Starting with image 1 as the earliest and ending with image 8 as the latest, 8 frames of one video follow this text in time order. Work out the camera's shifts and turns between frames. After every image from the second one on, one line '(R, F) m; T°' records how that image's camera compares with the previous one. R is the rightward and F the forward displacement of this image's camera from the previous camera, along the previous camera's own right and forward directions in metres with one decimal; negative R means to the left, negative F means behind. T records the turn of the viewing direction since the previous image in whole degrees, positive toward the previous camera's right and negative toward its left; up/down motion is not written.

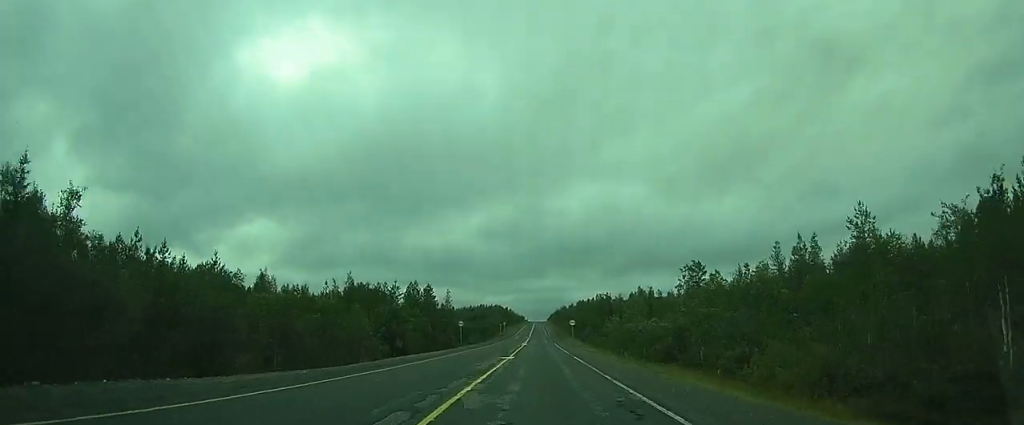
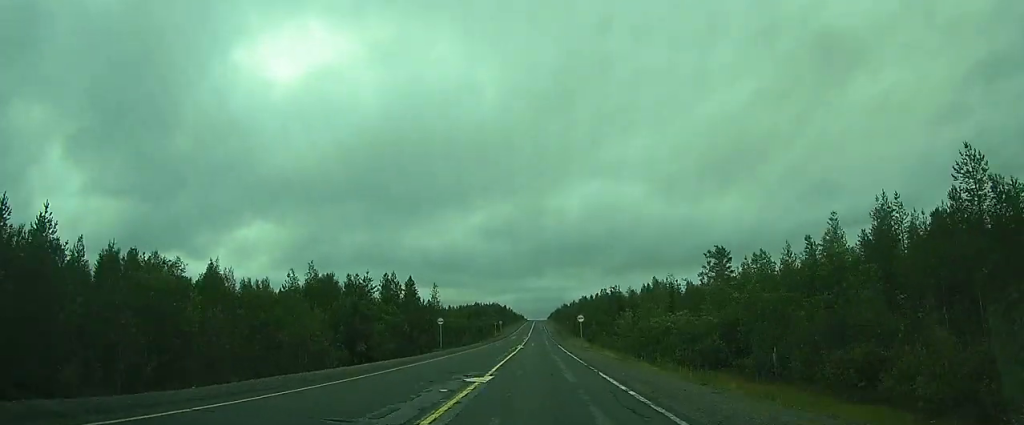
(0.0, +13.6) m; 0°
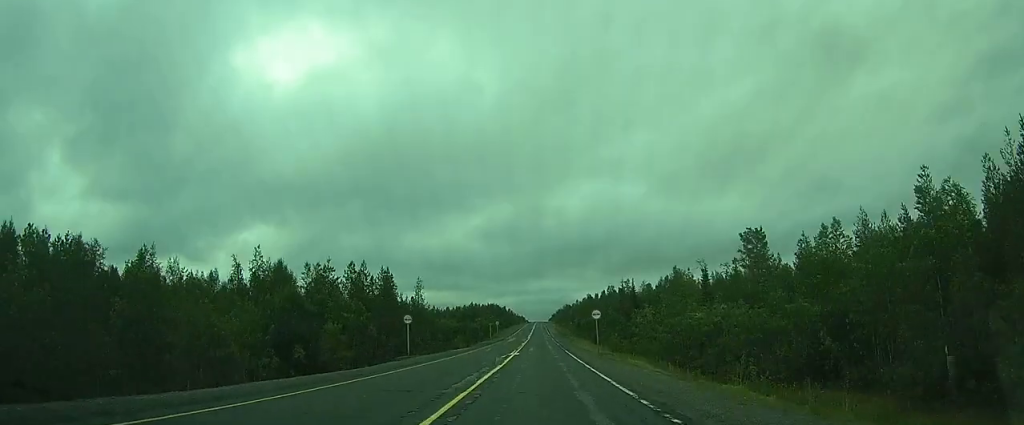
(0.0, +13.6) m; 0°
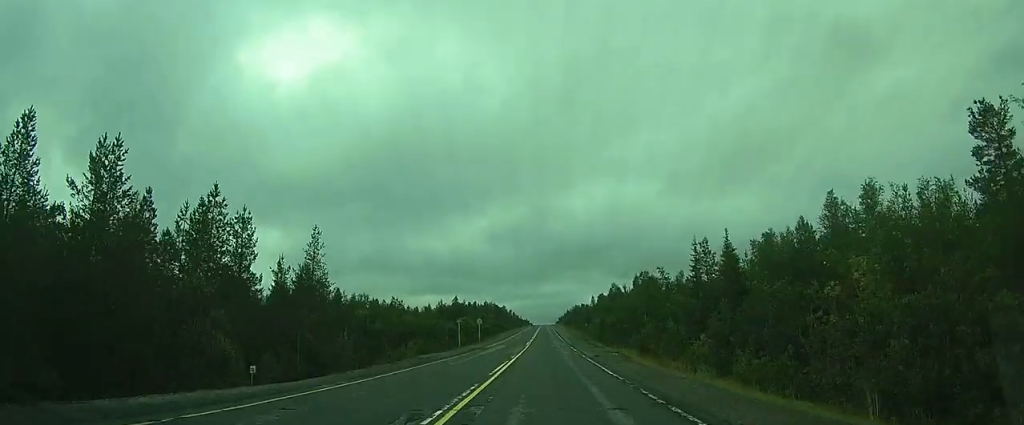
(+0.1, +41.4) m; 0°
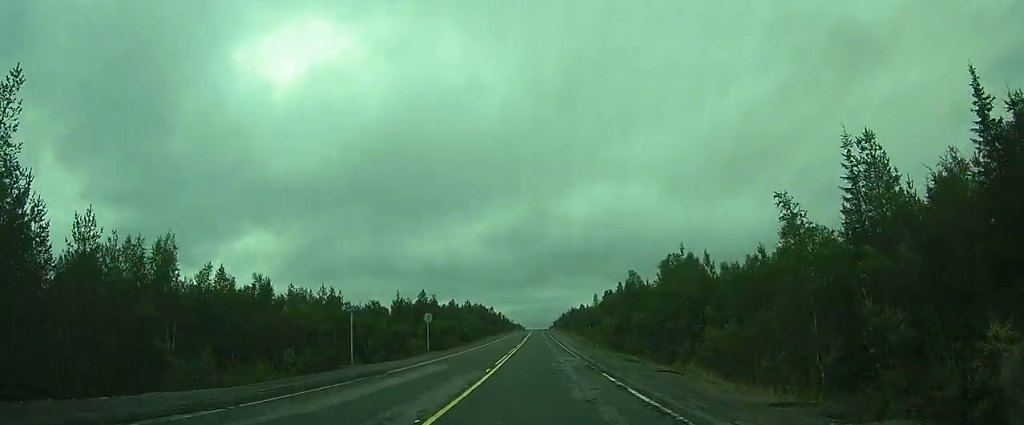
(0.0, +28.6) m; 0°
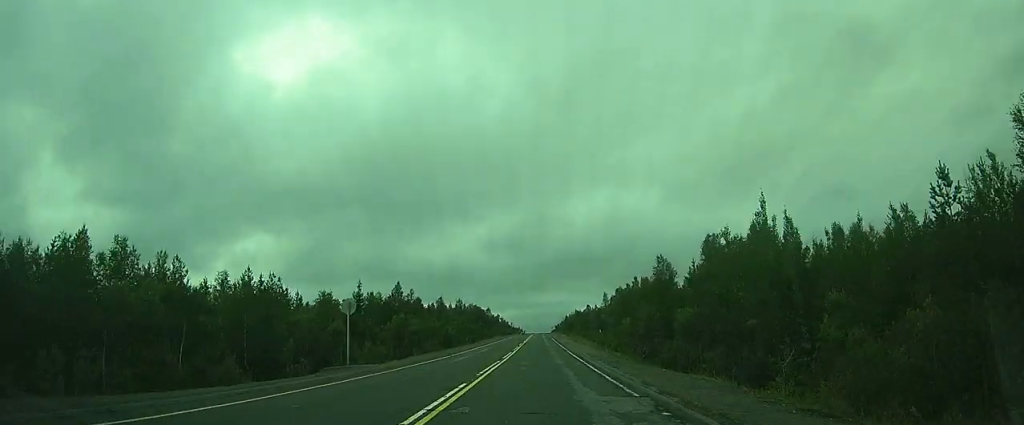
(-0.1, +18.1) m; -1°
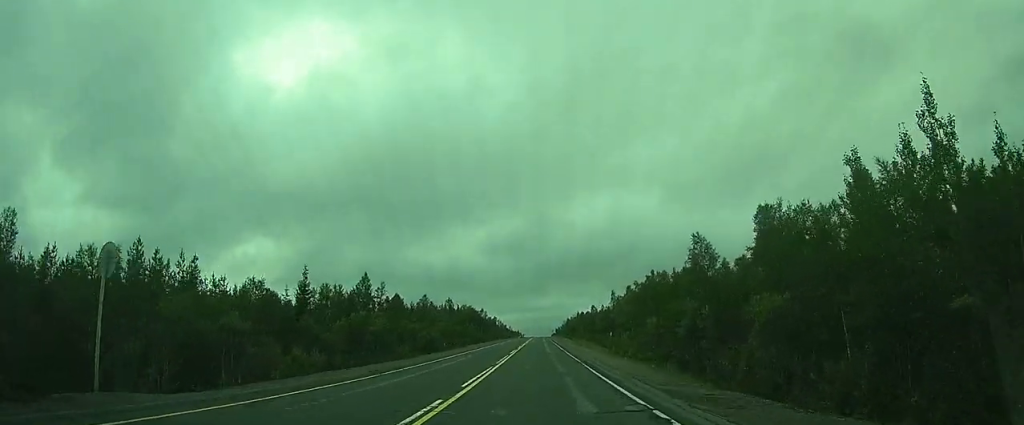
(-0.1, +15.2) m; 0°
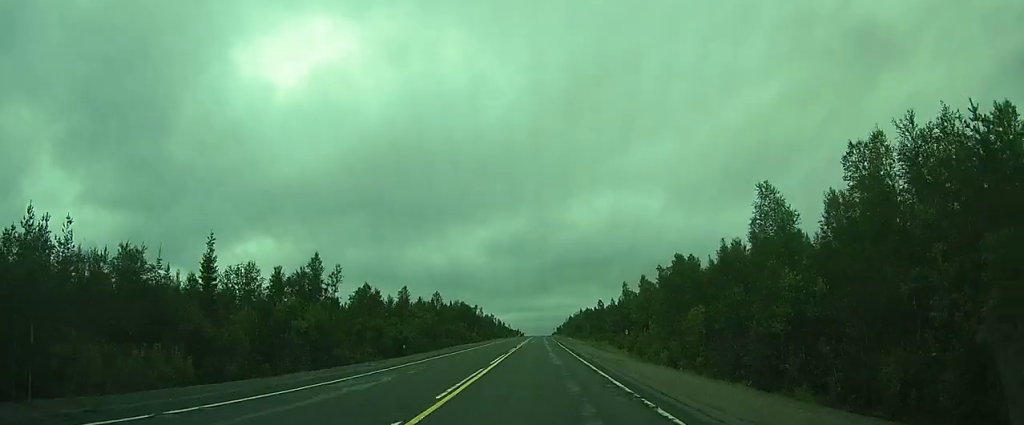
(-0.1, +15.3) m; 0°
